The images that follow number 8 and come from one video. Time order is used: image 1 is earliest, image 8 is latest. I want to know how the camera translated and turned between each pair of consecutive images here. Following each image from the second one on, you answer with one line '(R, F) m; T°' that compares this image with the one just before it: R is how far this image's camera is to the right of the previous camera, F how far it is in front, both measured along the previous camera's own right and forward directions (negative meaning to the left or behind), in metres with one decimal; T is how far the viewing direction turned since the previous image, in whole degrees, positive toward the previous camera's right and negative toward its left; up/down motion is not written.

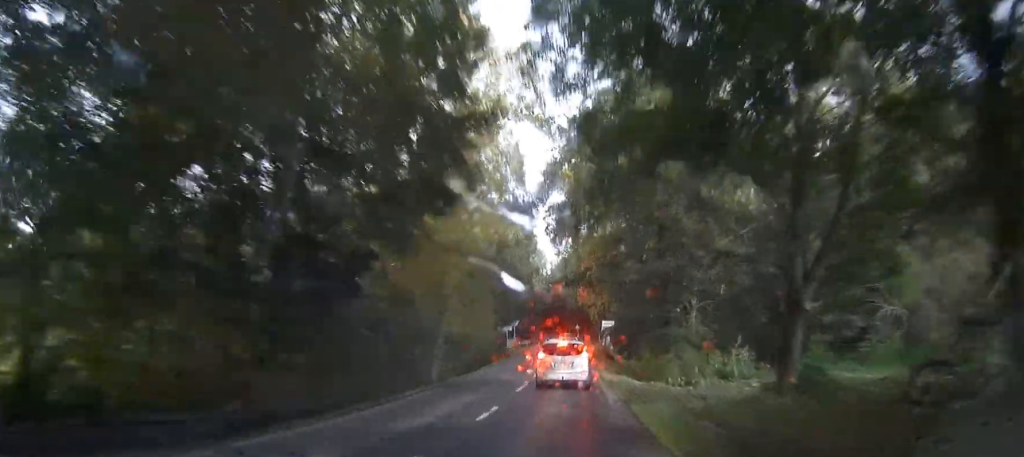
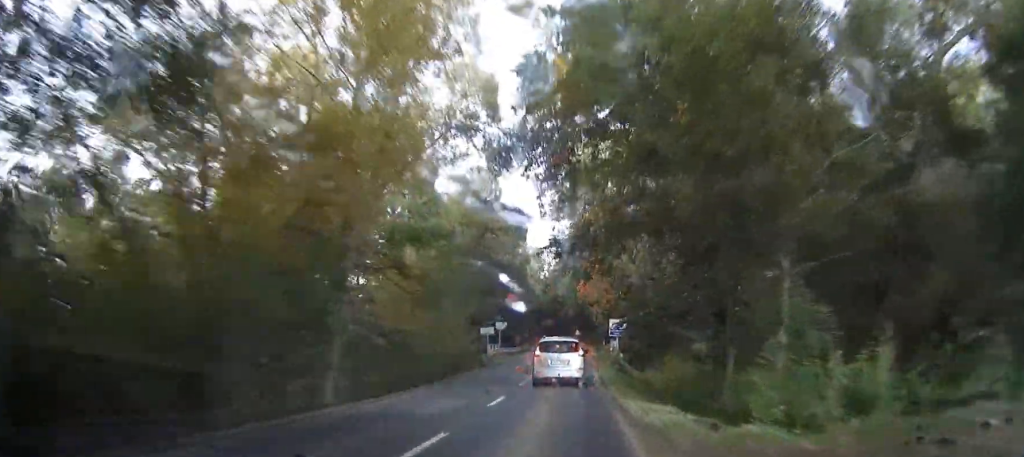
(0.0, +15.3) m; 0°
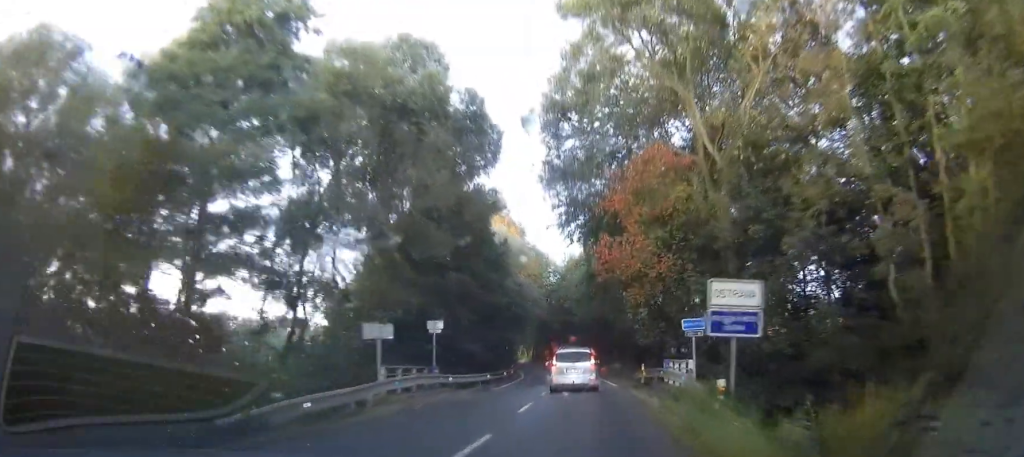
(0.0, +34.0) m; 0°
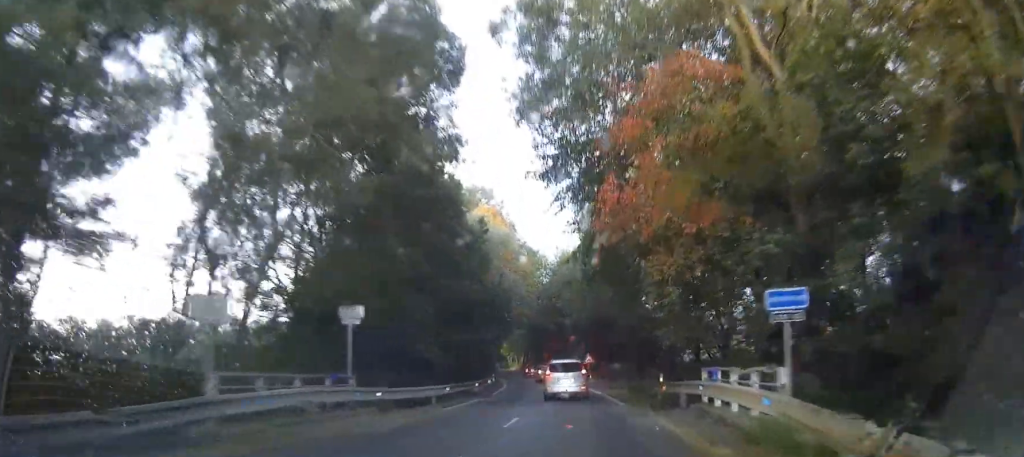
(0.0, +11.1) m; 0°
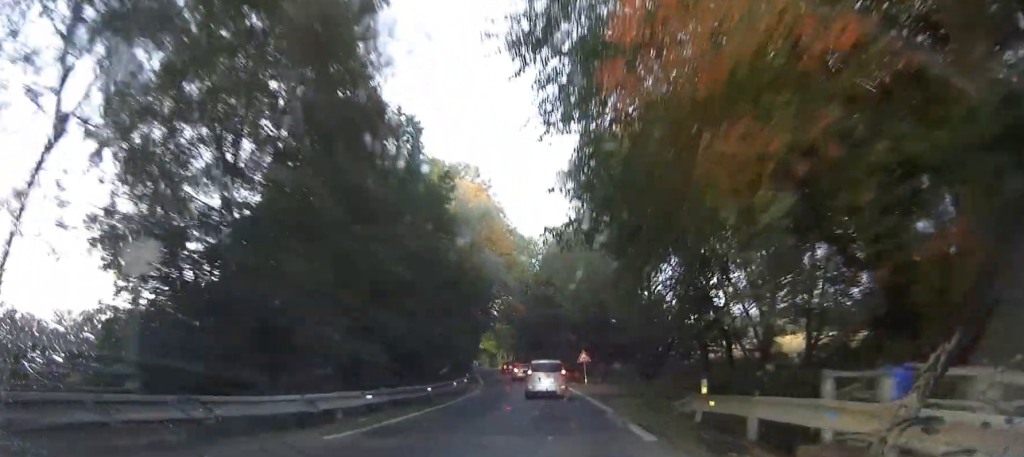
(0.0, +10.5) m; -1°
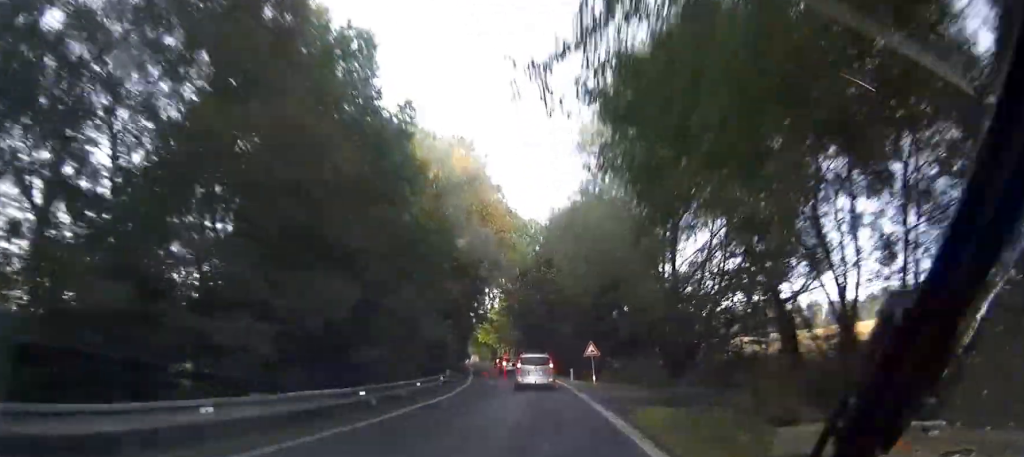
(0.0, +9.1) m; -1°
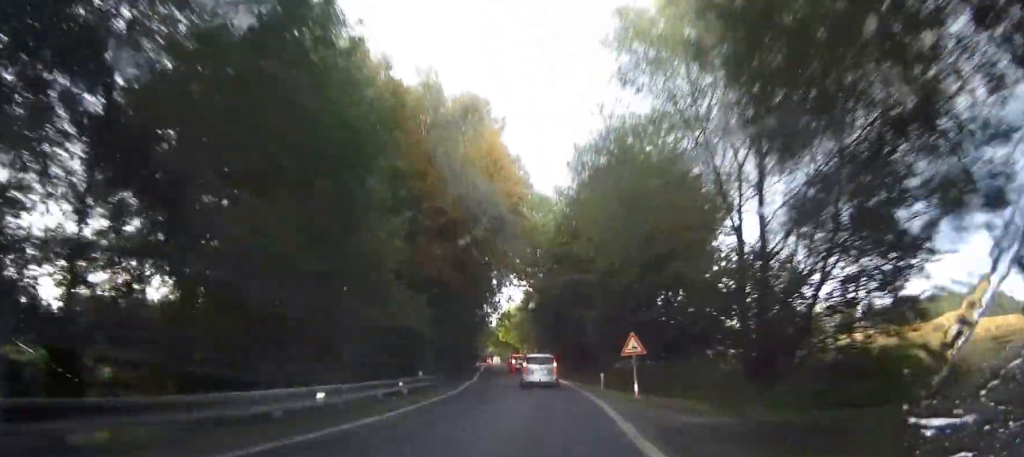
(-0.3, +12.0) m; -1°
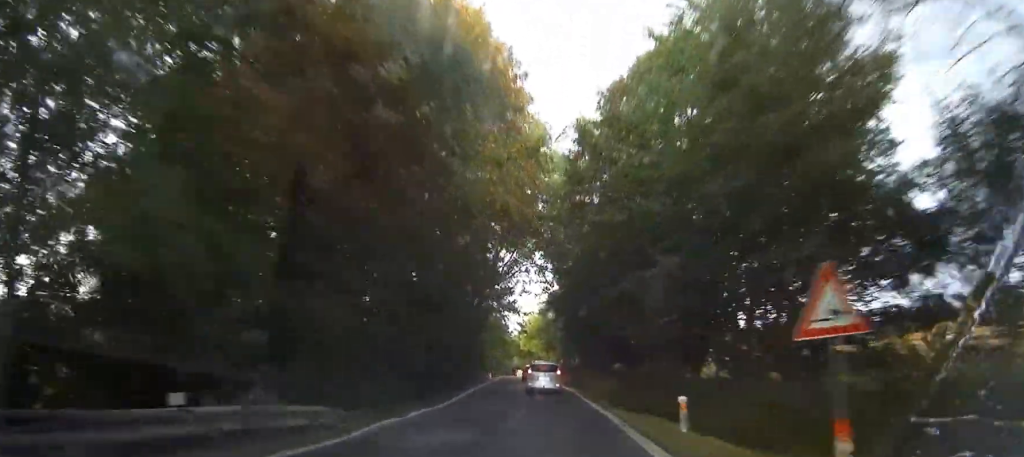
(0.0, +17.2) m; 0°
